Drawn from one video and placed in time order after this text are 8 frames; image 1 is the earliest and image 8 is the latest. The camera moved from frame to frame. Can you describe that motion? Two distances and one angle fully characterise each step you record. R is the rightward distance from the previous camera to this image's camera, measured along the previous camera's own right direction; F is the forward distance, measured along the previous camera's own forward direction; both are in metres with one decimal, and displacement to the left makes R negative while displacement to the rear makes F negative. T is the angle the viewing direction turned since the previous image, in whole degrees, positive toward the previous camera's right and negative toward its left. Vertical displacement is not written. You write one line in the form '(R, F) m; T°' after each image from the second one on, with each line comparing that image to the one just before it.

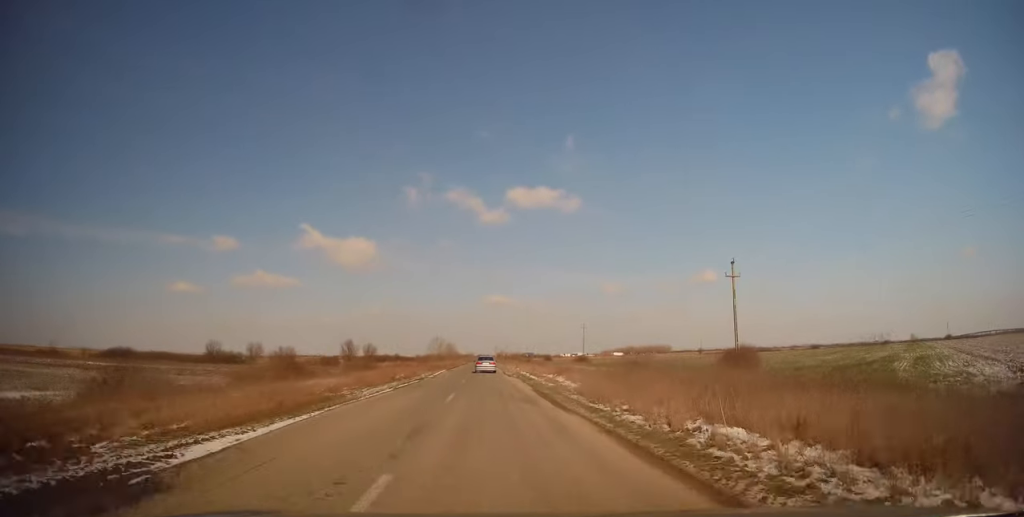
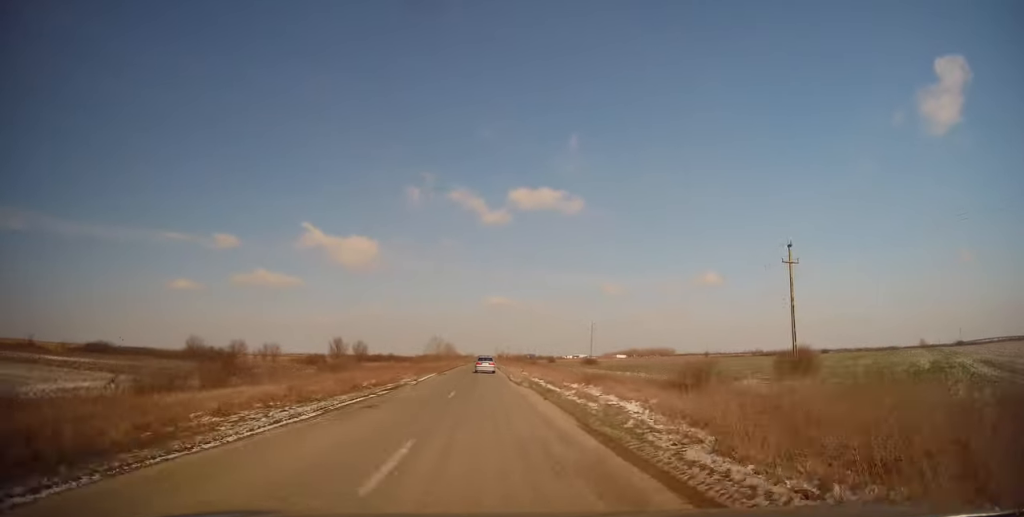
(+0.1, +10.0) m; -1°
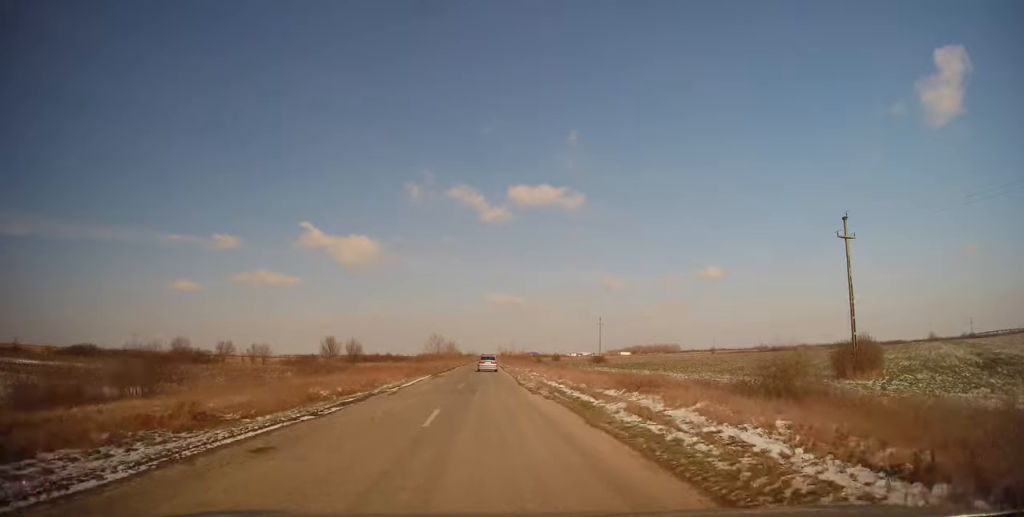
(-0.2, +7.2) m; -1°
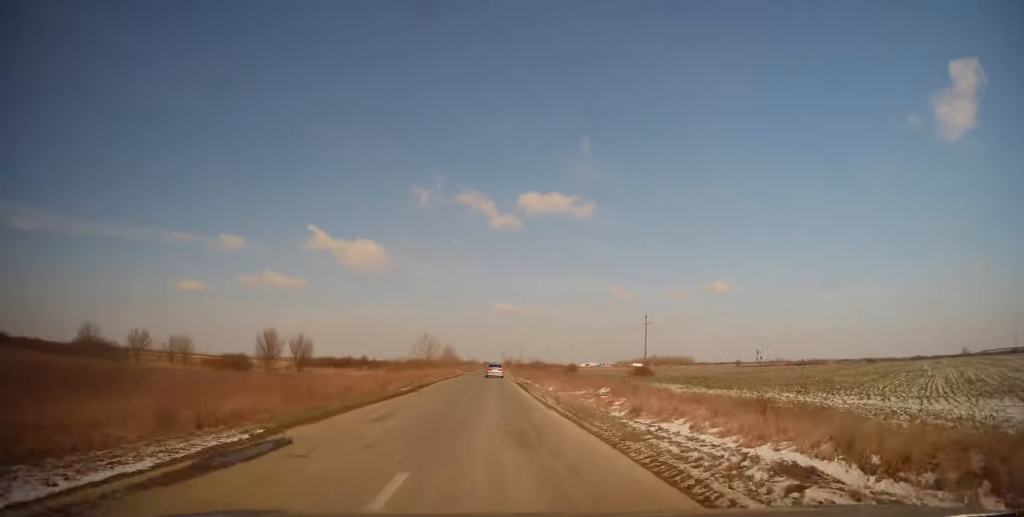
(-0.2, +32.0) m; +1°
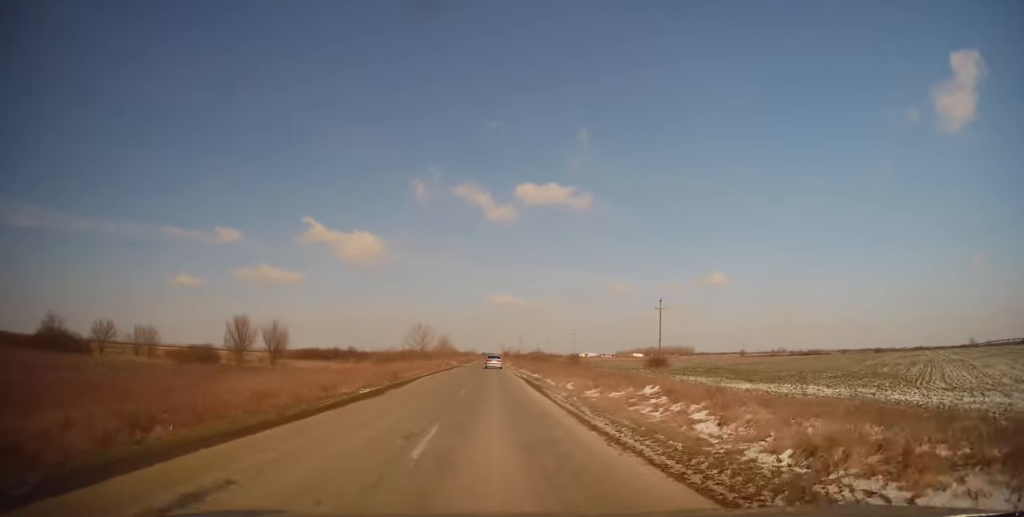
(0.0, +8.5) m; 0°
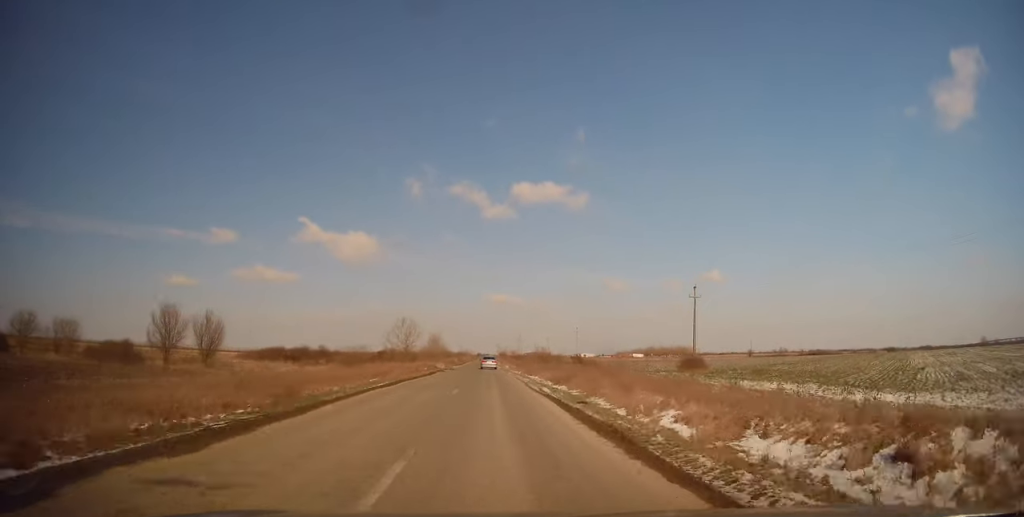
(+0.2, +15.2) m; +1°
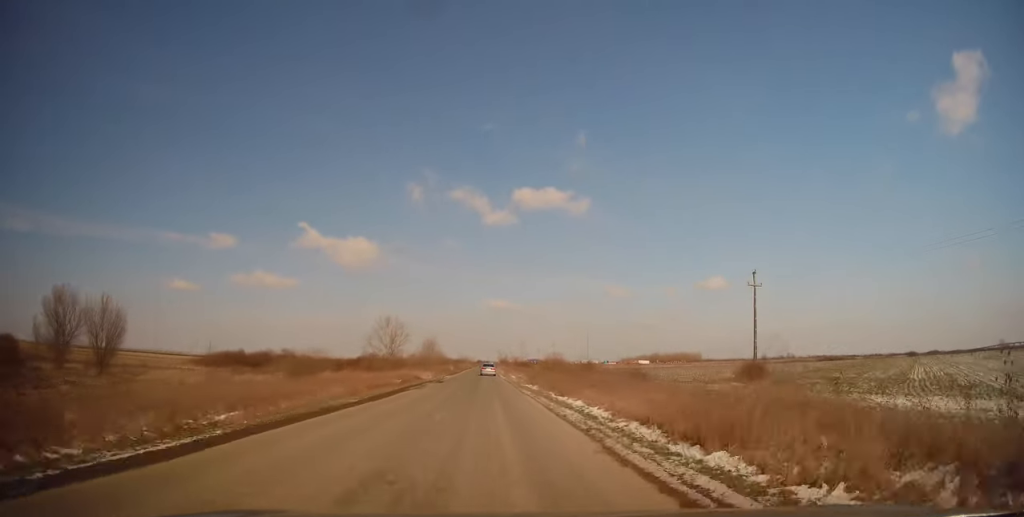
(+0.1, +15.4) m; -1°
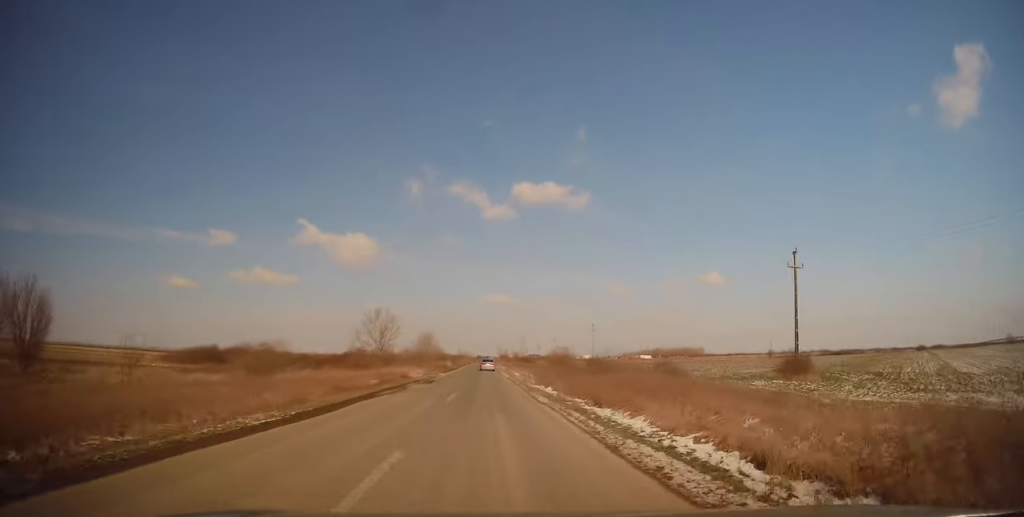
(+0.1, +7.5) m; -1°
